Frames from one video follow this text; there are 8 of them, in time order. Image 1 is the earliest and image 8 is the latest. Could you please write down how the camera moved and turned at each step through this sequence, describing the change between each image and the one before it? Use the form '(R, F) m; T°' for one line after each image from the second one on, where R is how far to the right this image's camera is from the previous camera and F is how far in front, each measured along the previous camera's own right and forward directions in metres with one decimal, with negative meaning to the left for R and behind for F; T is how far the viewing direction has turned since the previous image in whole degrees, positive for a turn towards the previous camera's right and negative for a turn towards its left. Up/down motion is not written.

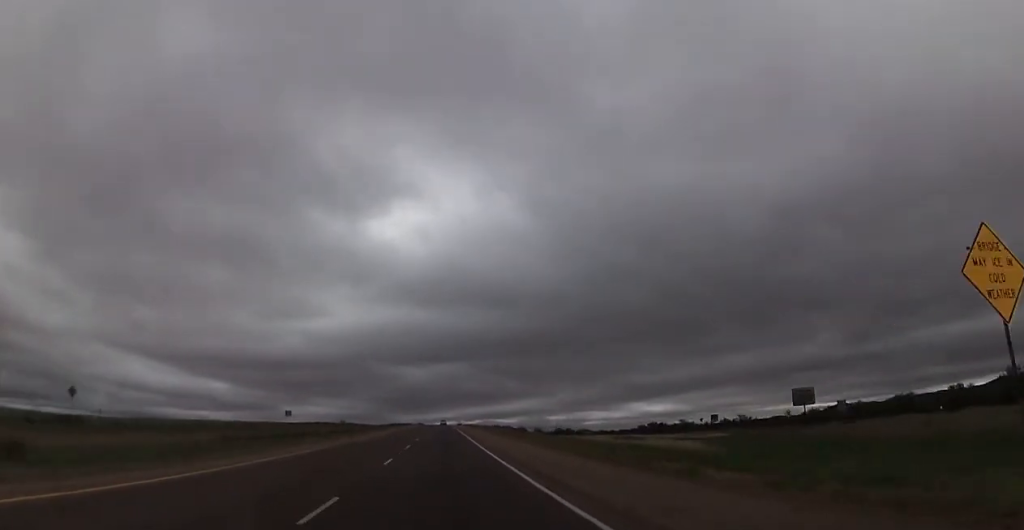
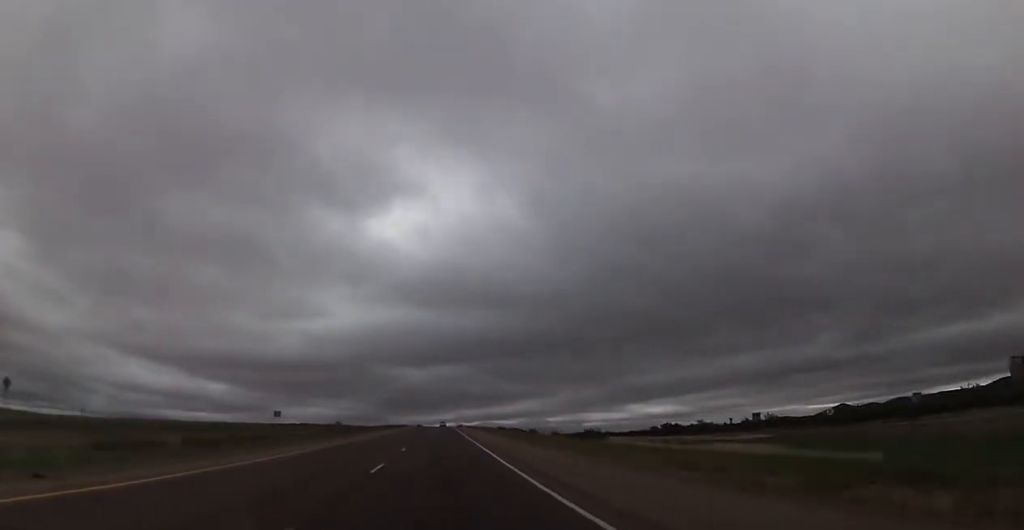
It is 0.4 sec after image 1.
(0.0, +15.7) m; 0°
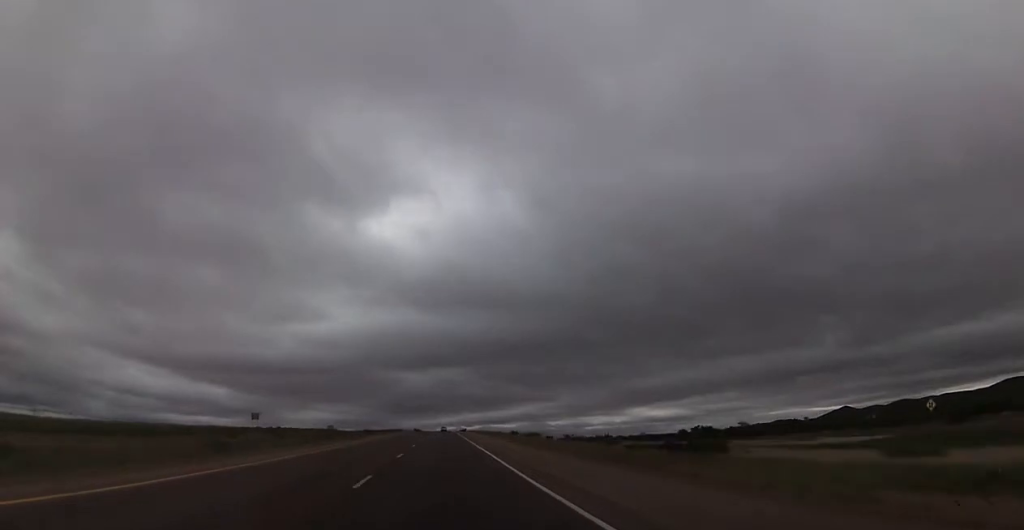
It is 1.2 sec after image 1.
(-0.1, +27.7) m; 0°
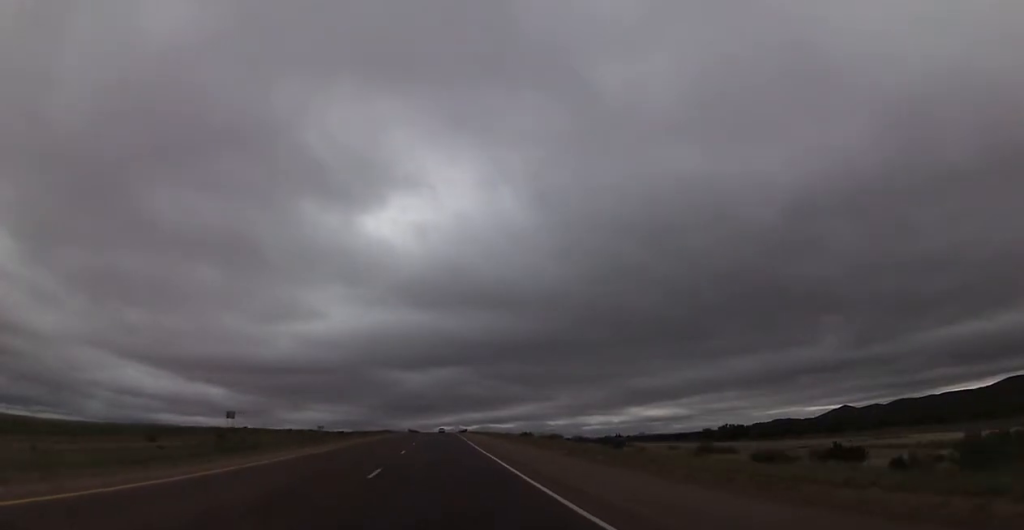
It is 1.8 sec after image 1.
(-0.3, +21.7) m; 0°
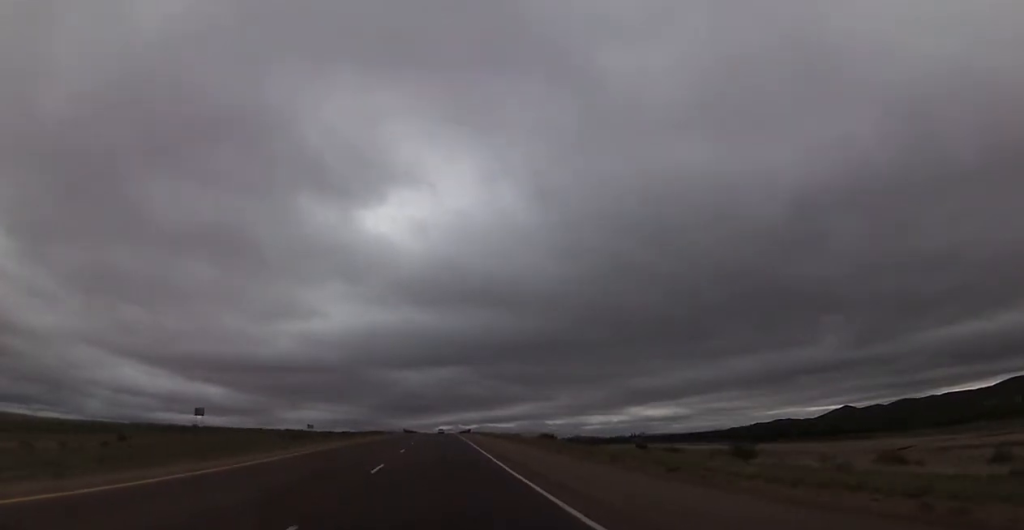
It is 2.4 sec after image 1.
(+0.2, +22.9) m; 0°
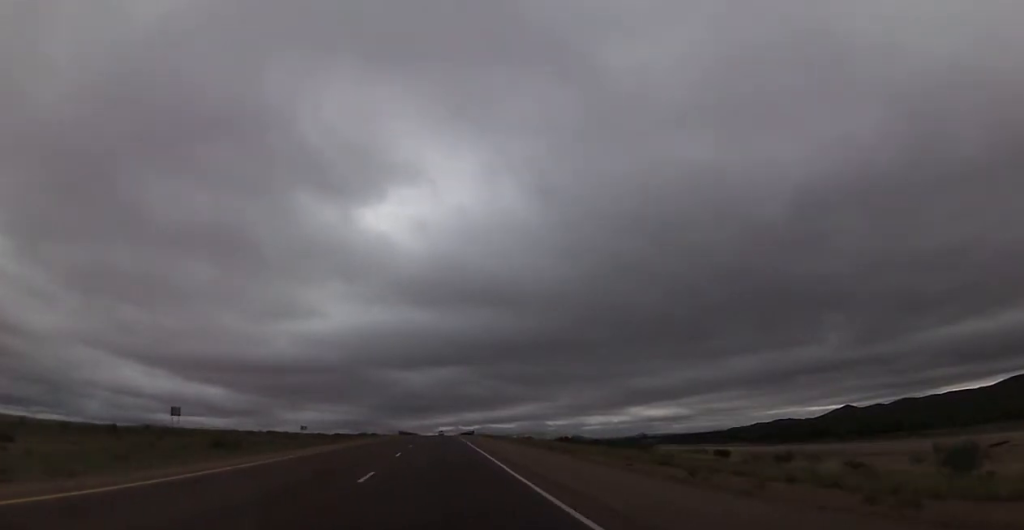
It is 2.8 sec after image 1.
(+0.1, +14.4) m; 0°
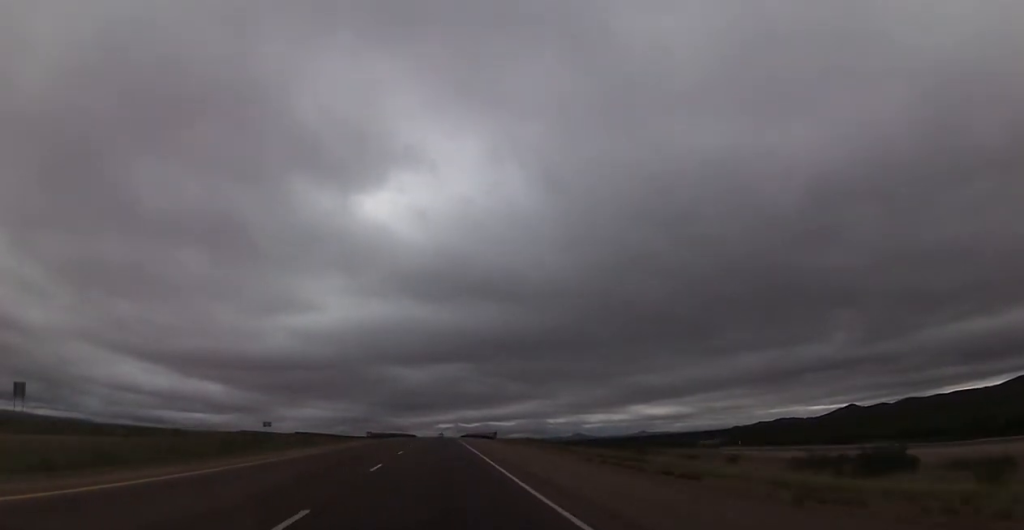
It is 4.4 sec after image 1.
(+0.2, +56.7) m; 0°
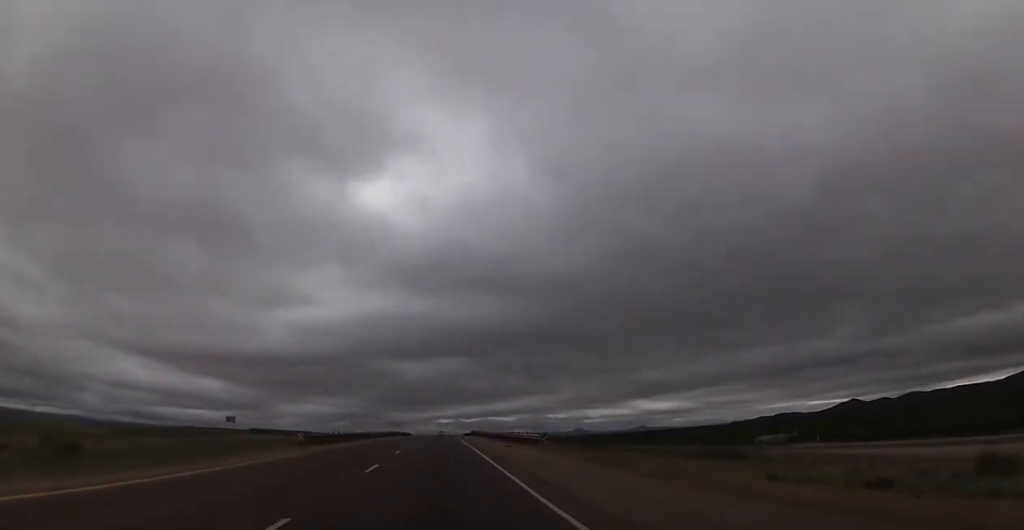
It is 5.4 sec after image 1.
(0.0, +37.4) m; 0°
